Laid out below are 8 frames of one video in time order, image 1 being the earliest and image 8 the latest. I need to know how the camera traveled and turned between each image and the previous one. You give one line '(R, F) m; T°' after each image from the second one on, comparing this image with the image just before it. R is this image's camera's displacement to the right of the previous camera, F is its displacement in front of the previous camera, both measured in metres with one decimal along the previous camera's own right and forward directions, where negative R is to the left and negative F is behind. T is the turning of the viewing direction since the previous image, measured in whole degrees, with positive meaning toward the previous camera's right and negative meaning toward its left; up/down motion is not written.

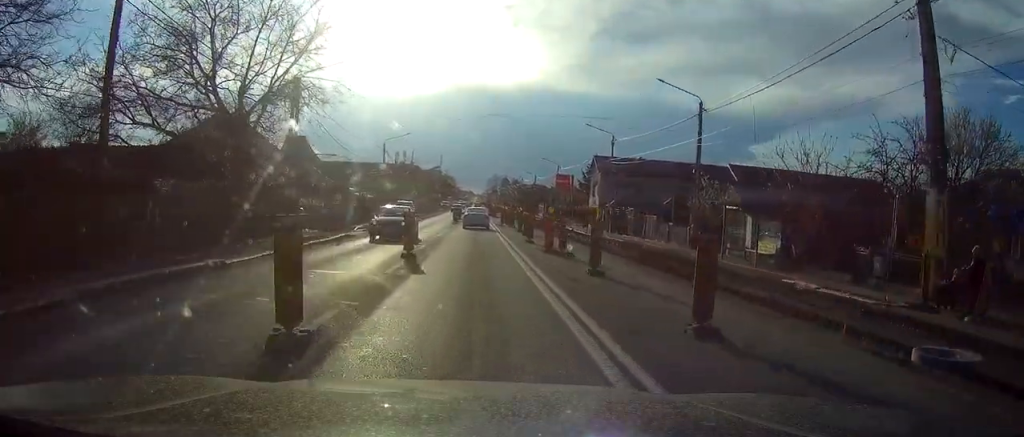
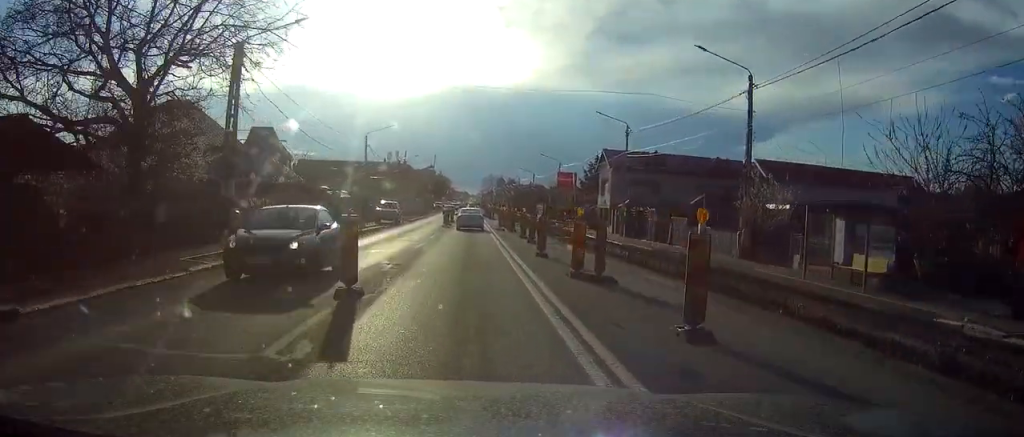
(0.0, +8.4) m; 0°
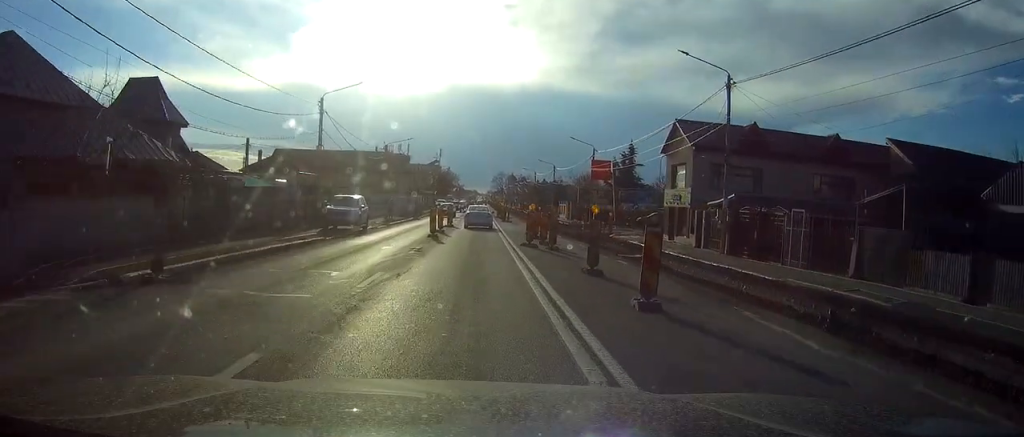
(0.0, +21.4) m; 0°
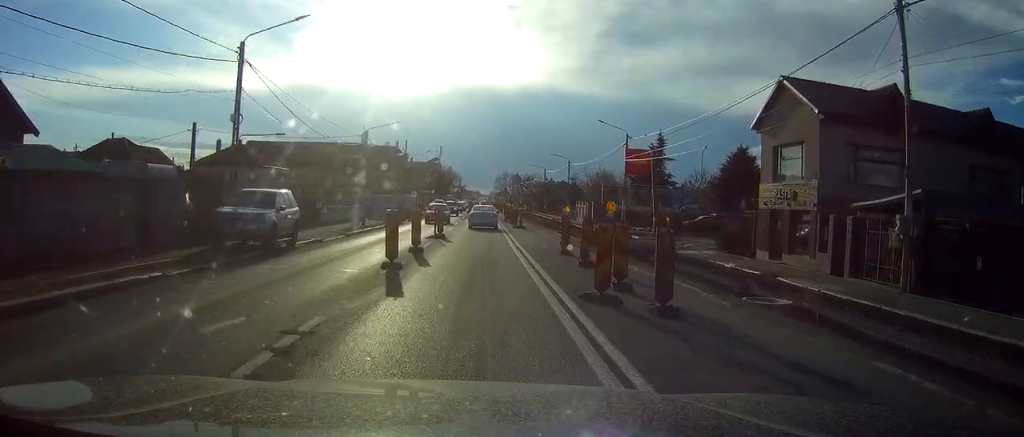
(-0.1, +15.5) m; -1°
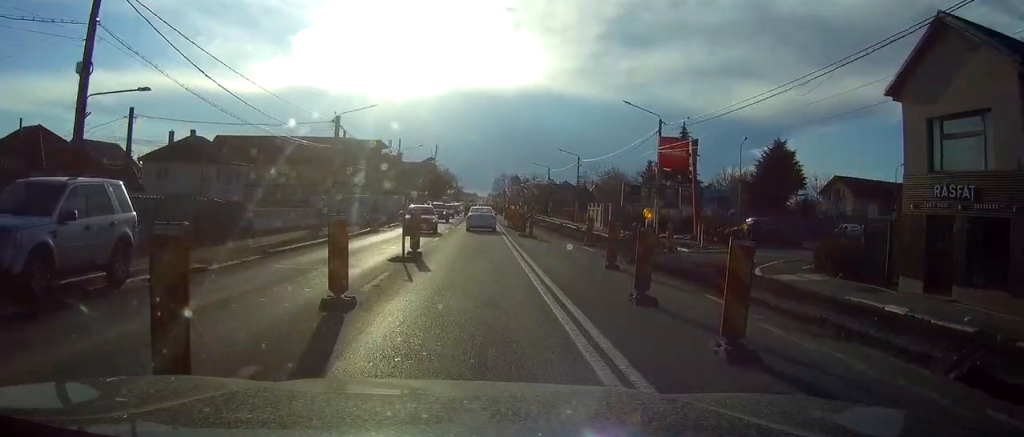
(0.0, +11.7) m; 0°
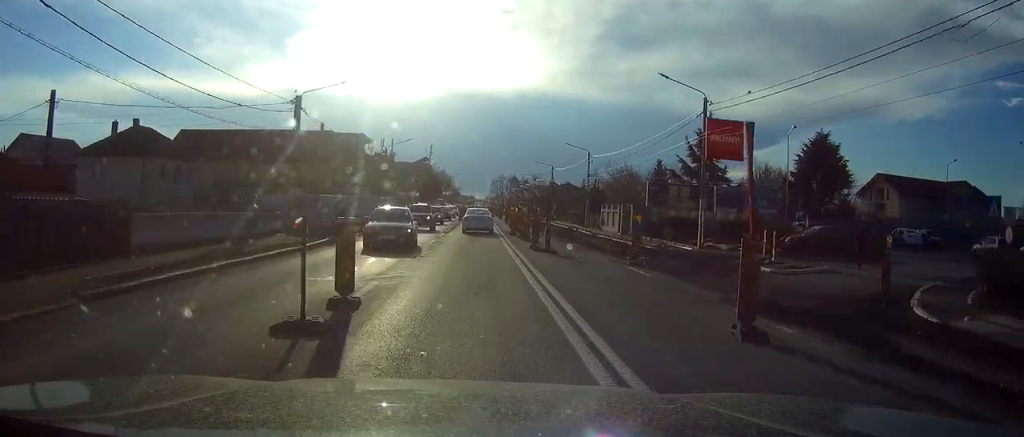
(0.0, +10.4) m; 0°
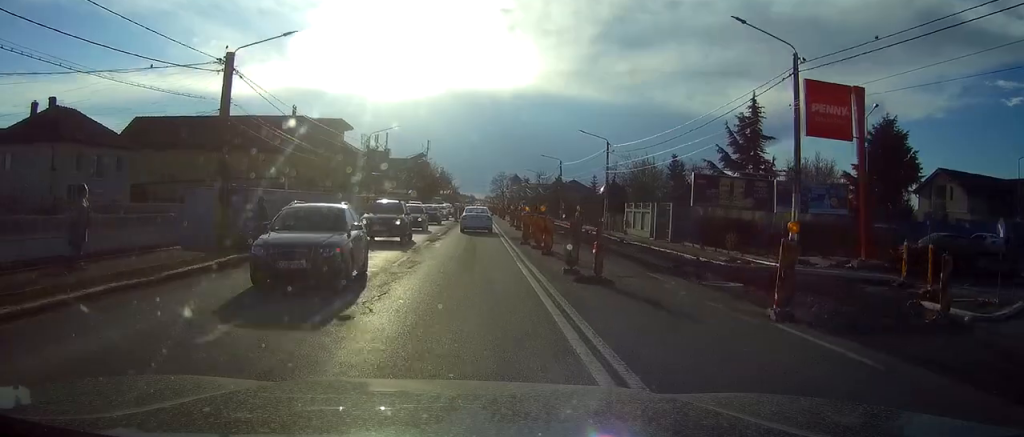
(0.0, +11.3) m; 0°
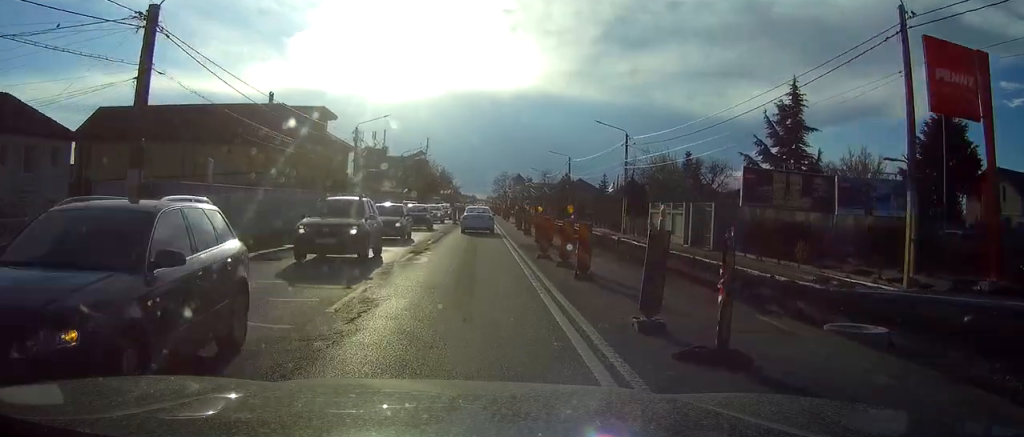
(+0.1, +7.7) m; 0°
